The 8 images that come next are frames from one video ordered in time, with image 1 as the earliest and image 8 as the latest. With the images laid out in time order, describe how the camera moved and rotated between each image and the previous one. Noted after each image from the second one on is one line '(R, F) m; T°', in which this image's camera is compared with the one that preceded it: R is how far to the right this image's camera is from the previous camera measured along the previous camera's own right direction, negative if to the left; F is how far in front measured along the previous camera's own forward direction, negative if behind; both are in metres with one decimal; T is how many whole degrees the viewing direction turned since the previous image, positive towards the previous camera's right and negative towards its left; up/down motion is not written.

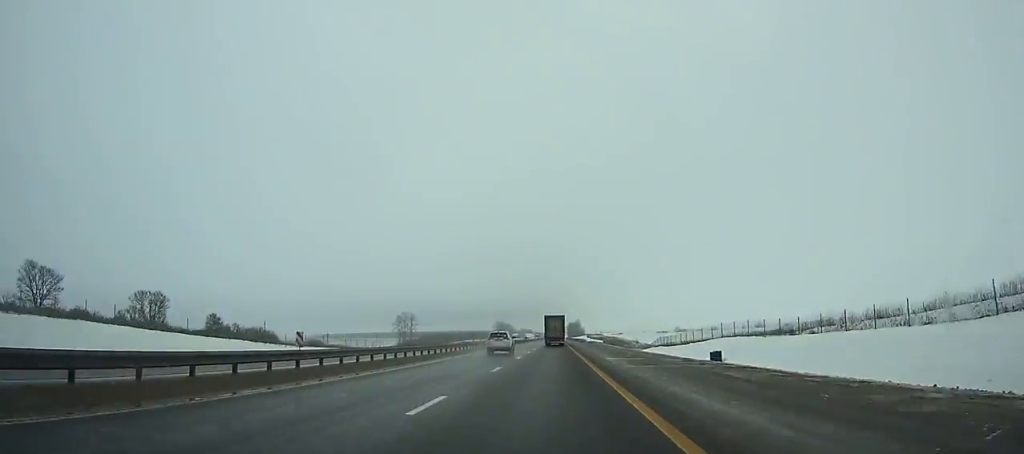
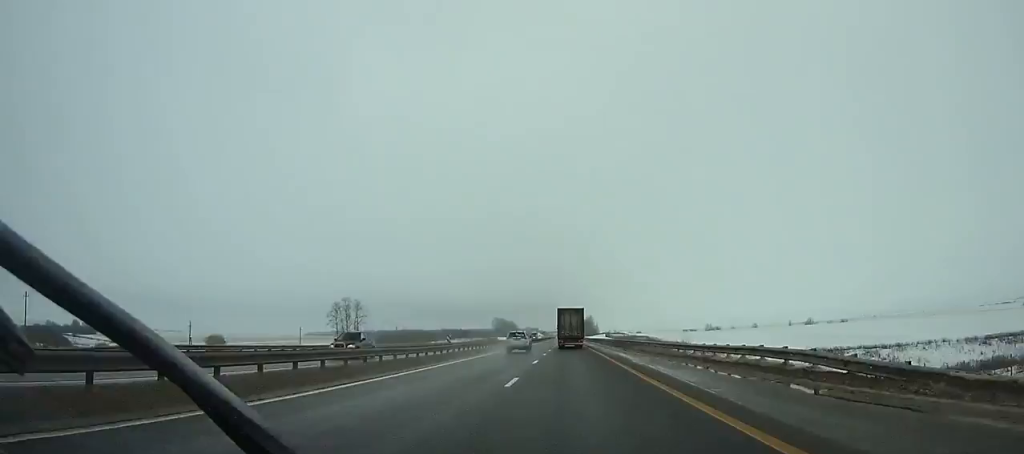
(-0.6, +101.4) m; 0°
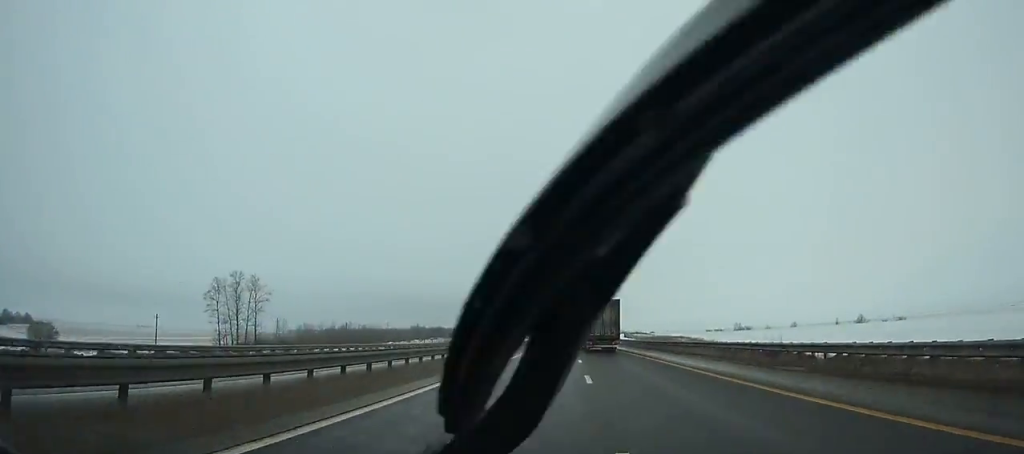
(0.0, +84.0) m; 0°
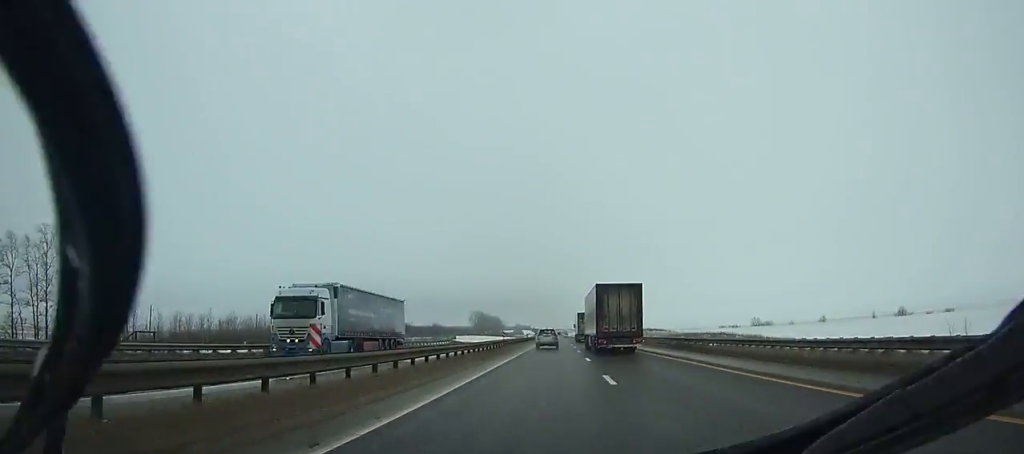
(+0.2, +61.0) m; 0°
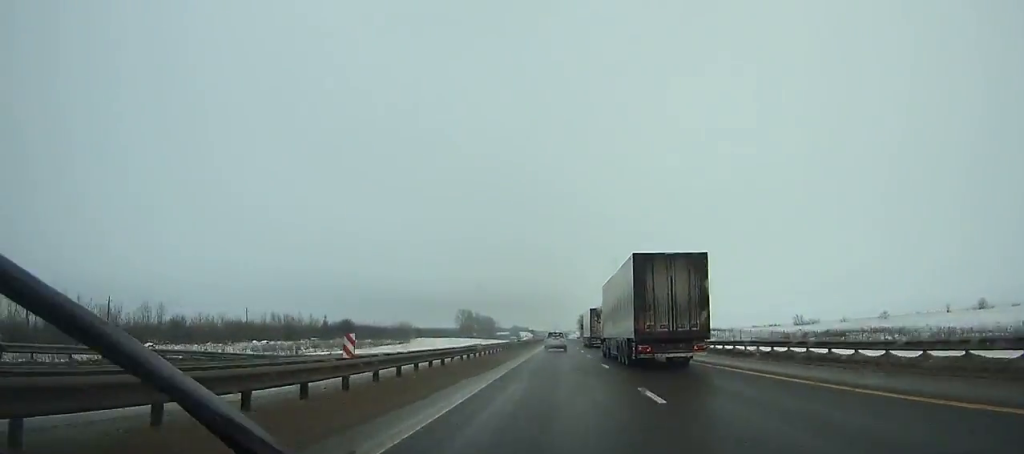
(+0.3, +75.6) m; 0°
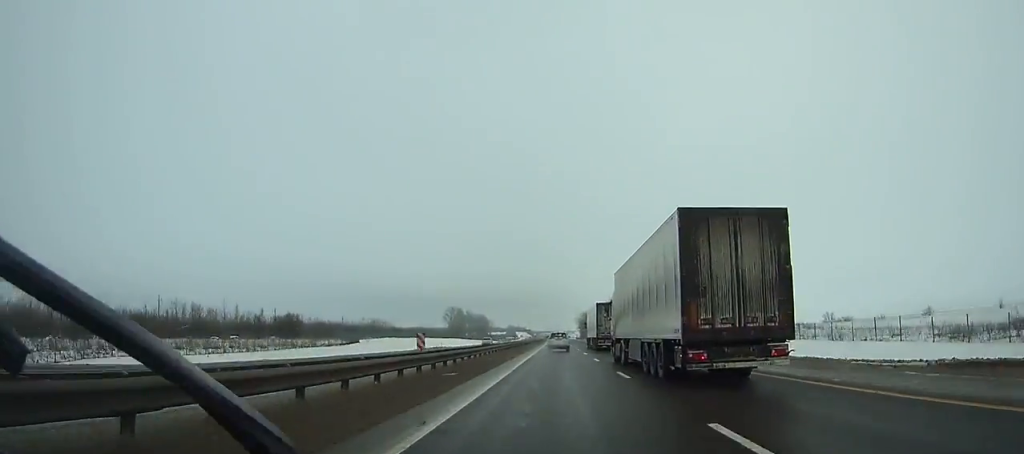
(+0.1, +40.7) m; 0°
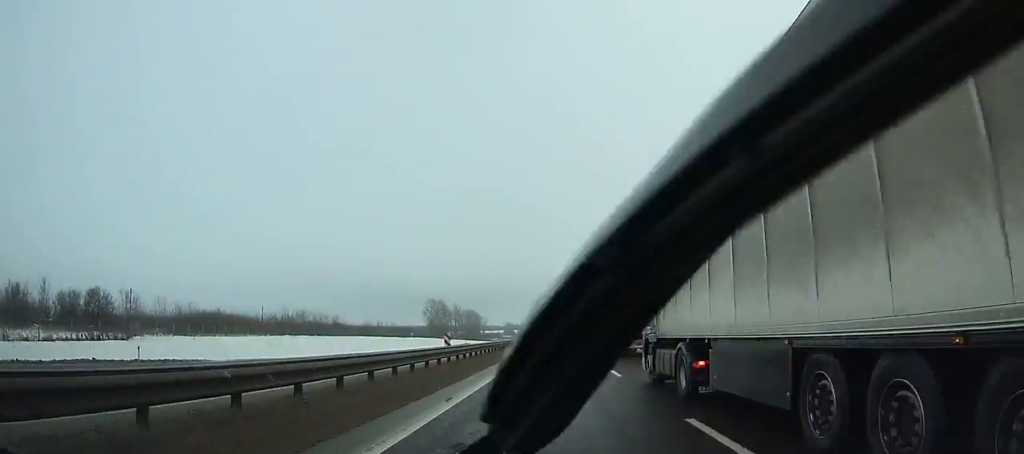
(+0.1, +72.8) m; 0°
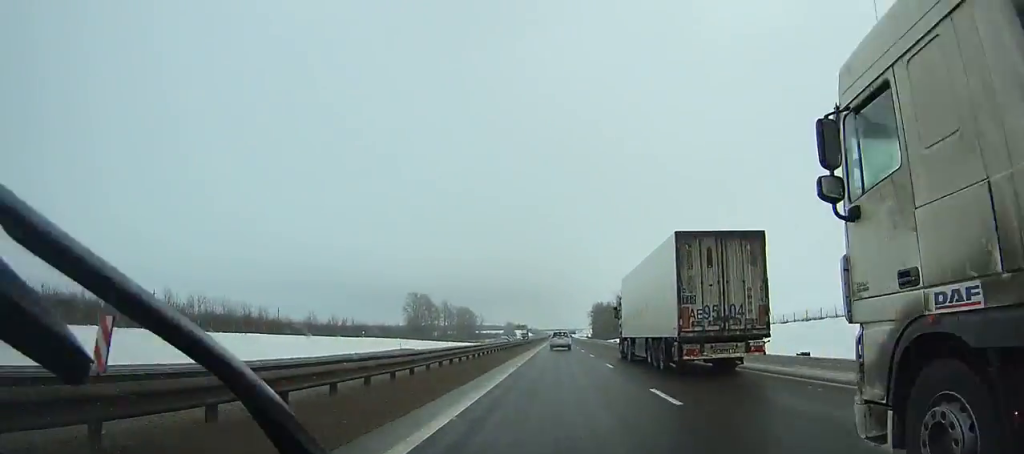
(0.0, +55.5) m; 0°
